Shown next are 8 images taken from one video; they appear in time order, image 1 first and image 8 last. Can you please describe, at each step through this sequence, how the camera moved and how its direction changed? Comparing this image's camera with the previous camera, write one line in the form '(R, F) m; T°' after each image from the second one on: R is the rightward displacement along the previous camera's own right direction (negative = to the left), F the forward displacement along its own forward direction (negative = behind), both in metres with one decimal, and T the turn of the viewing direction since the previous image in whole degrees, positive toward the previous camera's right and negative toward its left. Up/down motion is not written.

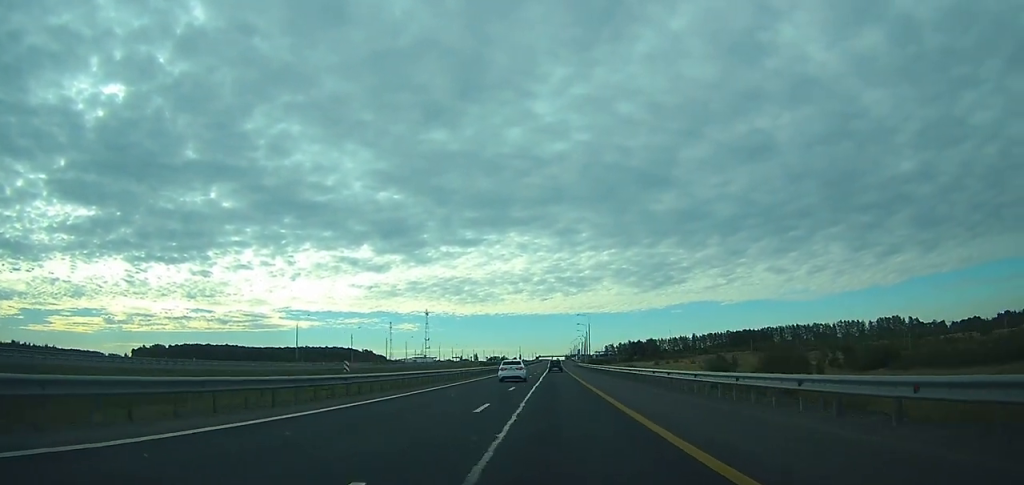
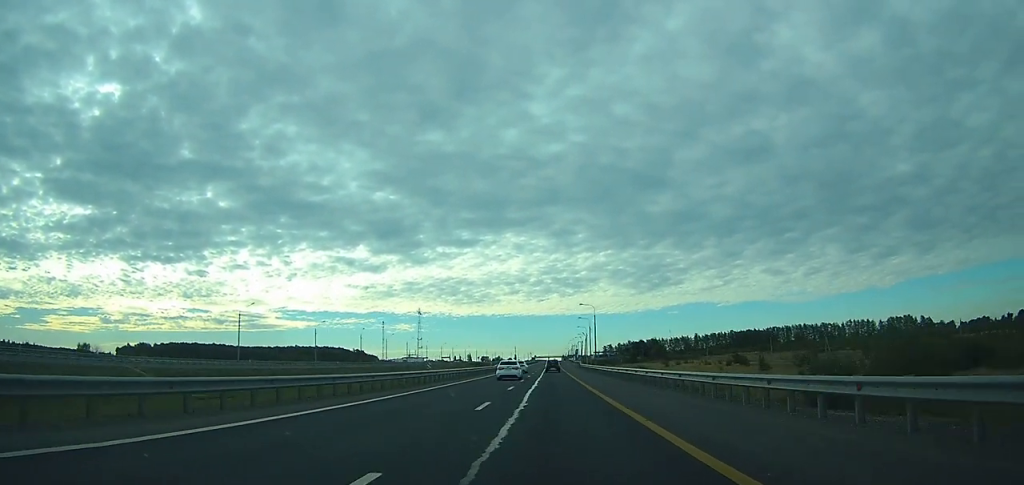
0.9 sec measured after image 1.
(+0.1, +23.7) m; 0°
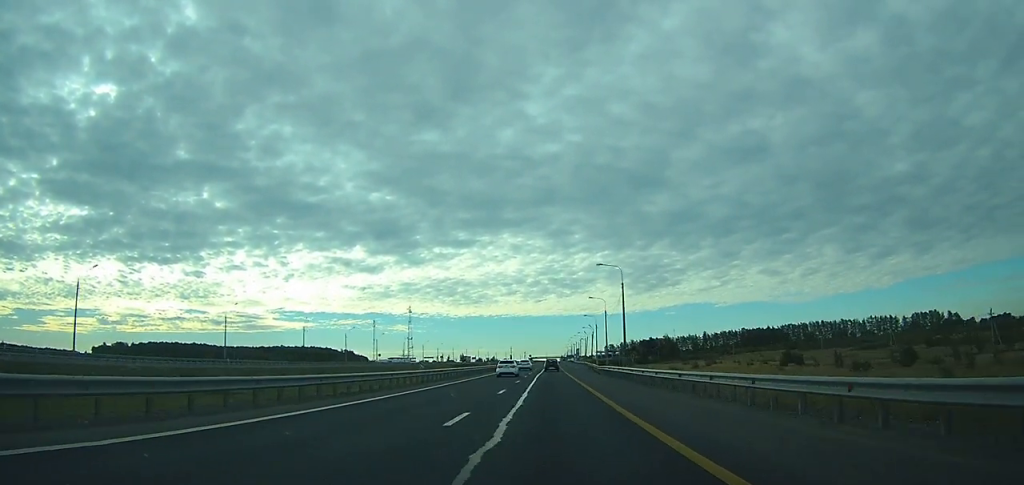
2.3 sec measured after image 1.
(+0.1, +41.9) m; 0°
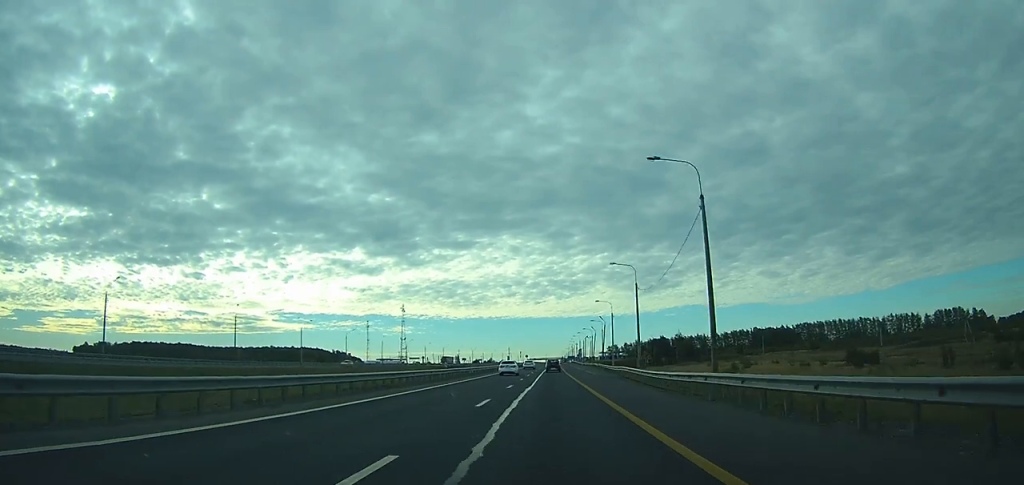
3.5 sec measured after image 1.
(+0.2, +32.5) m; 0°
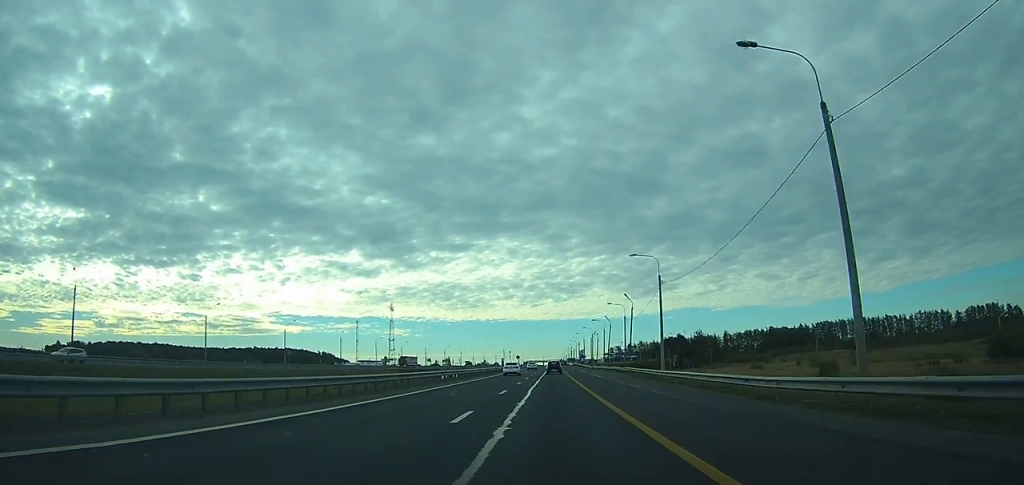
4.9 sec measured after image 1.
(+0.1, +41.5) m; 0°
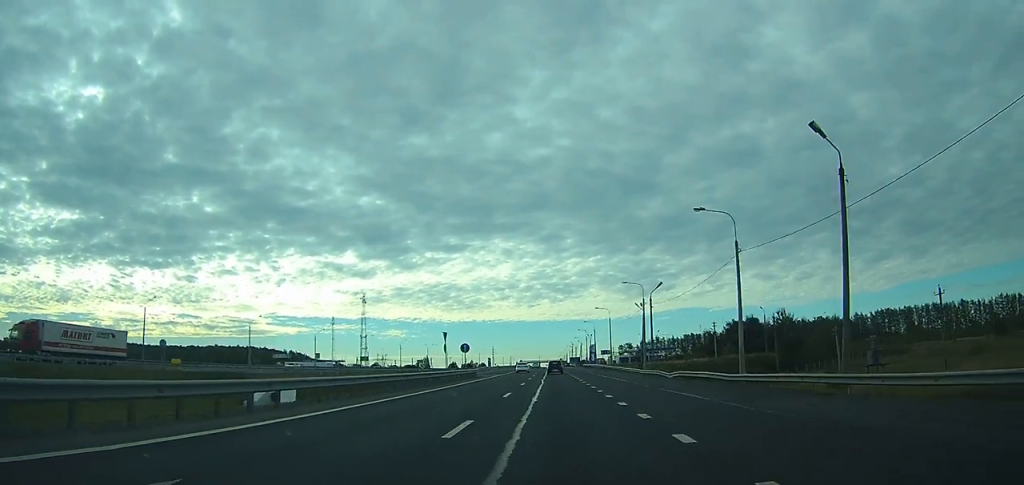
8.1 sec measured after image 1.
(-0.2, +85.3) m; 0°
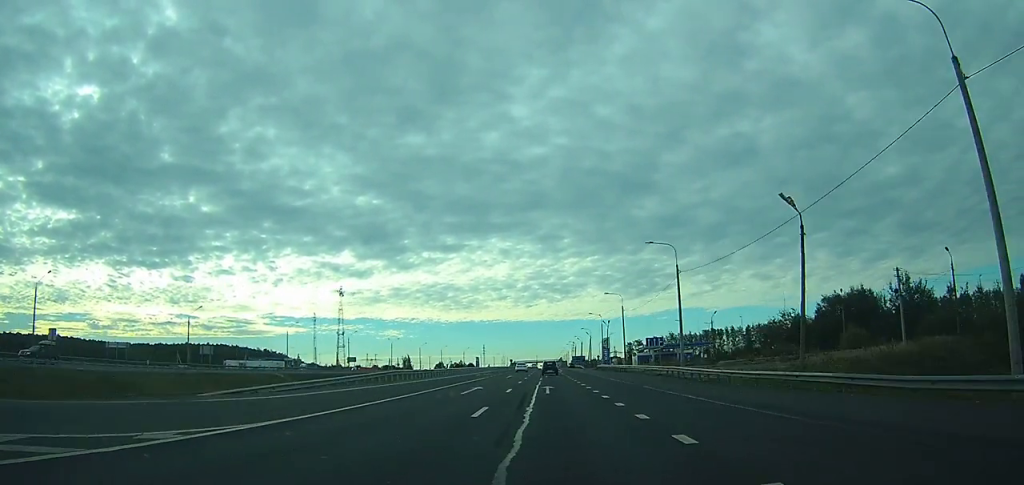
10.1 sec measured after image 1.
(0.0, +53.6) m; 0°
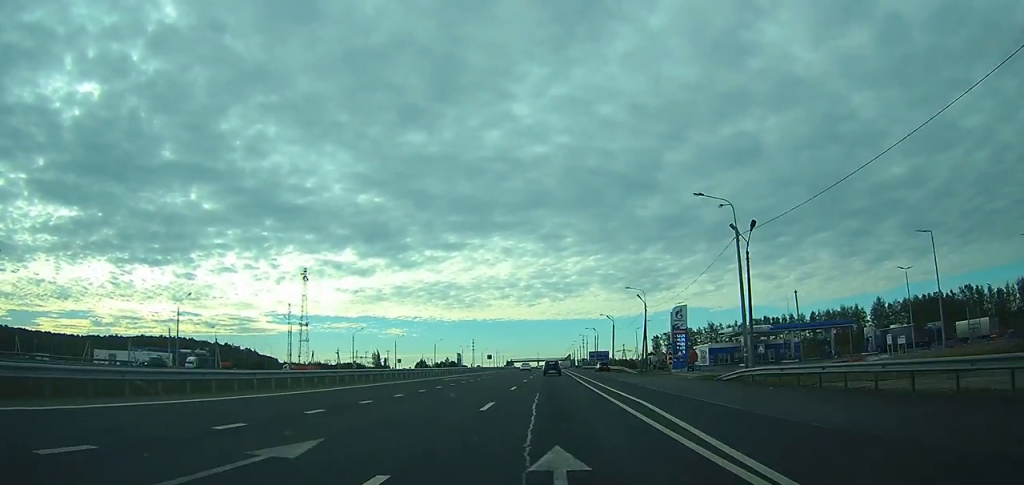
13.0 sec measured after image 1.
(+0.1, +85.0) m; 0°
